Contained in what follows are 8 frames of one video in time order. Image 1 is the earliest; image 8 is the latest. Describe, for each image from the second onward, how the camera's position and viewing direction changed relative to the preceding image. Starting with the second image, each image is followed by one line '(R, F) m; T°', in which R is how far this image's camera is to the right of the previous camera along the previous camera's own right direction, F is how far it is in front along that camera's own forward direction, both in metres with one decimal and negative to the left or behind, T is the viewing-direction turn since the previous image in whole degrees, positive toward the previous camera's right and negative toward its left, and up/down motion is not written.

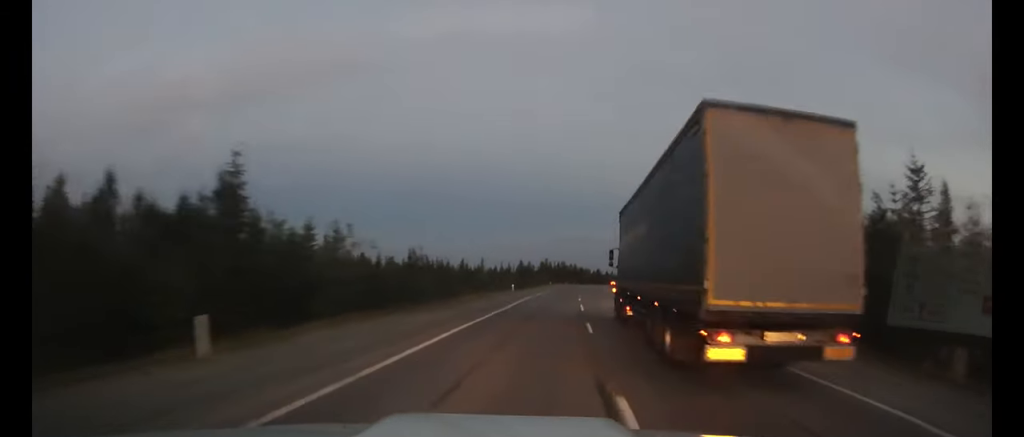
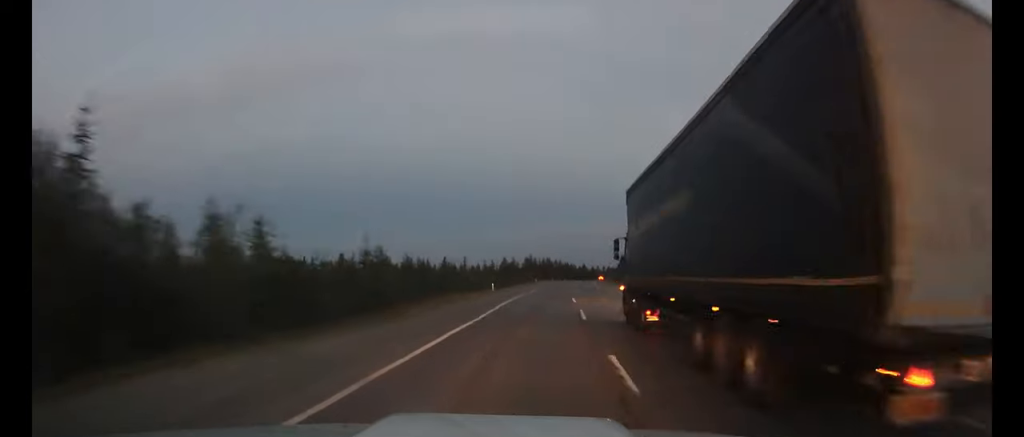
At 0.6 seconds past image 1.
(+0.1, +7.8) m; +1°
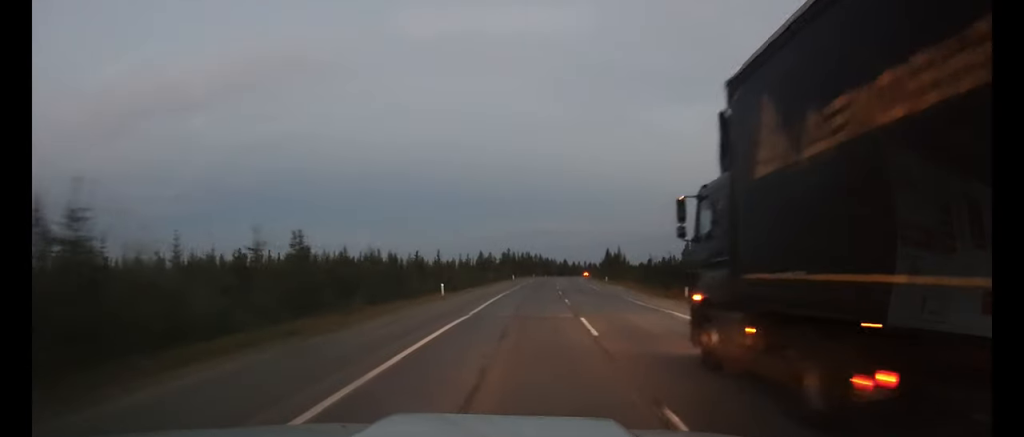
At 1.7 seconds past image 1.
(+0.3, +16.6) m; +2°
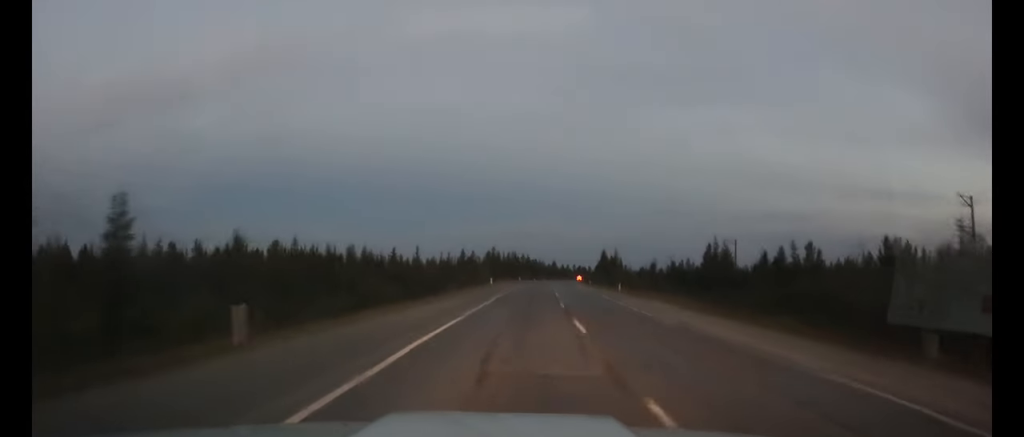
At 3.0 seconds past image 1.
(+0.3, +20.8) m; +2°
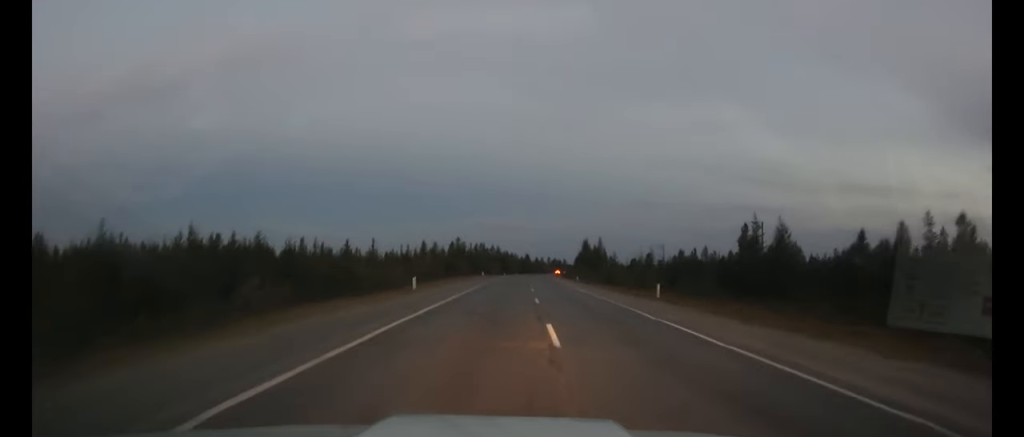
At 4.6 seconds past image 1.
(+0.6, +27.3) m; +2°
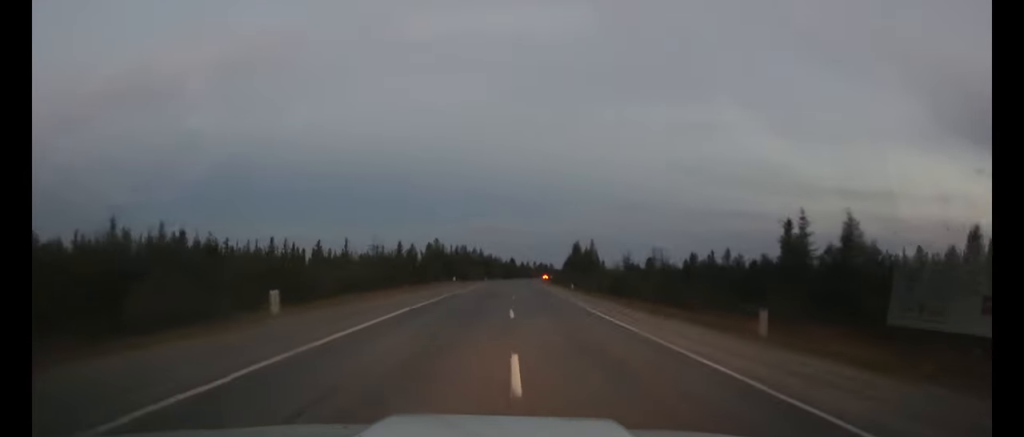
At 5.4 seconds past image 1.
(+0.2, +15.8) m; +1°
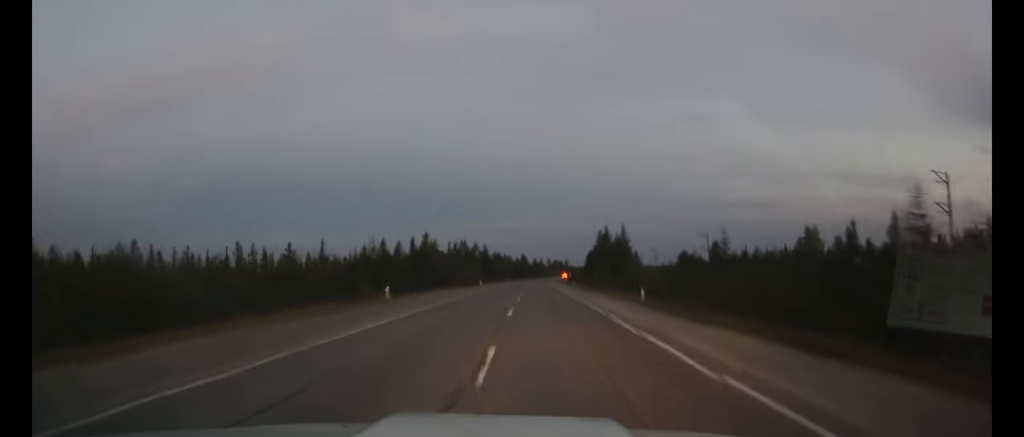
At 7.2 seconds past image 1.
(+0.4, +34.1) m; +1°
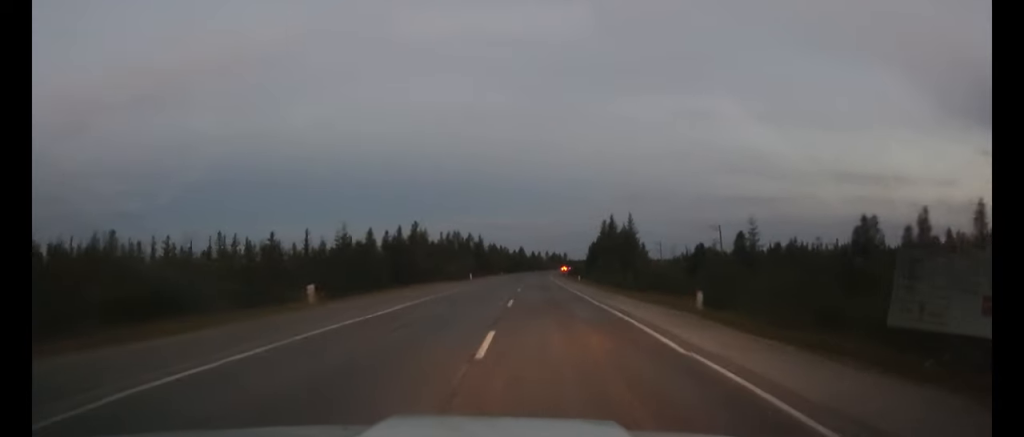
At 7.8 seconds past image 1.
(0.0, +10.4) m; 0°
